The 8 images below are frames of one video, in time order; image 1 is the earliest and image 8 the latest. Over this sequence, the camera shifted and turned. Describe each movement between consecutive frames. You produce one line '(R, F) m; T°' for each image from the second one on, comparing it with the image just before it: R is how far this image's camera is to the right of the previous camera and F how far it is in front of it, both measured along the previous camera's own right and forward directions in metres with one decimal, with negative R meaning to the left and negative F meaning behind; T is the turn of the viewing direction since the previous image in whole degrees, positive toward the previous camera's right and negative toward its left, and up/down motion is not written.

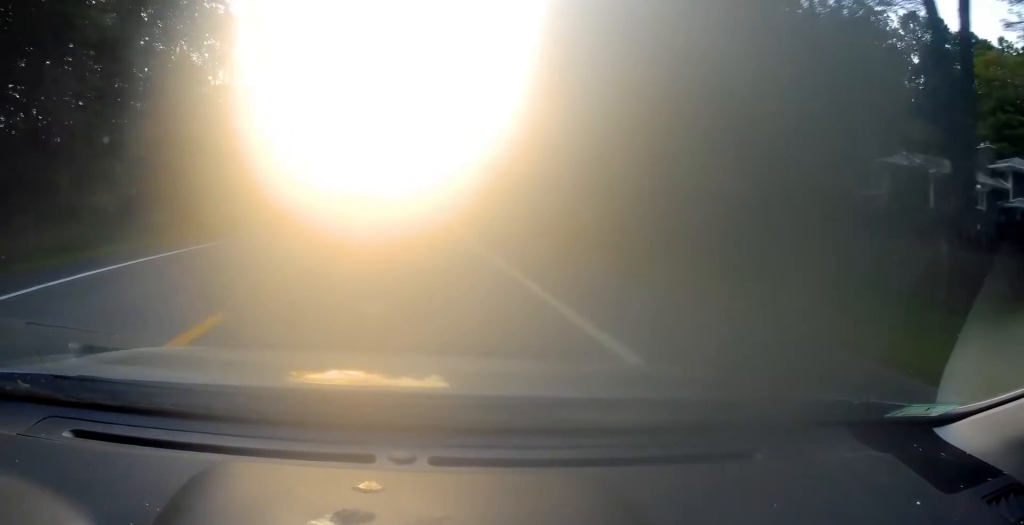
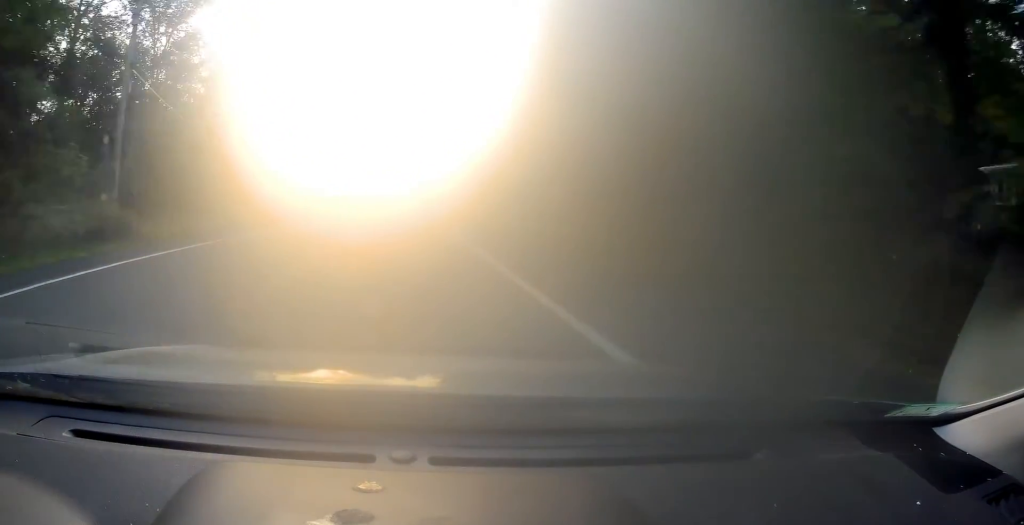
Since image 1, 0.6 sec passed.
(+0.2, +15.2) m; +1°
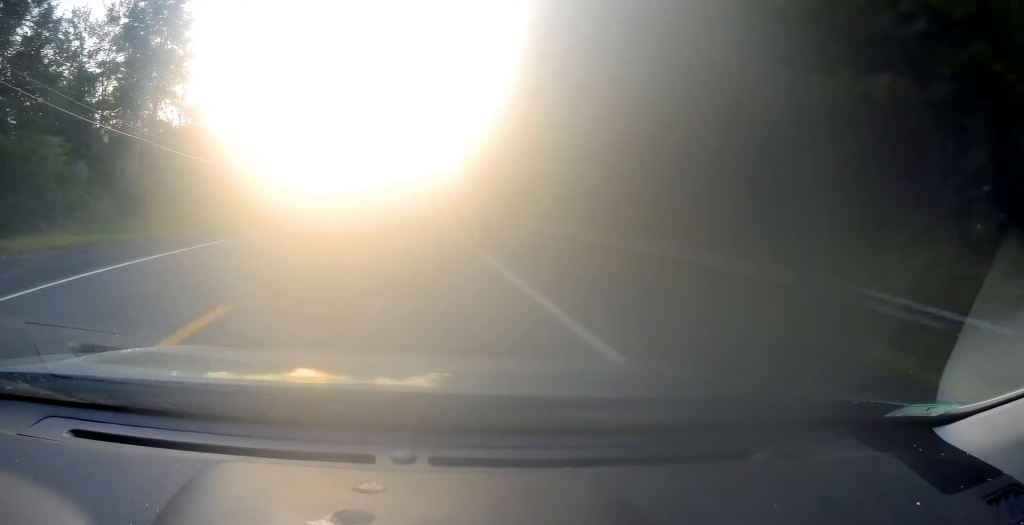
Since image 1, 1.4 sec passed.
(-0.1, +22.3) m; +1°
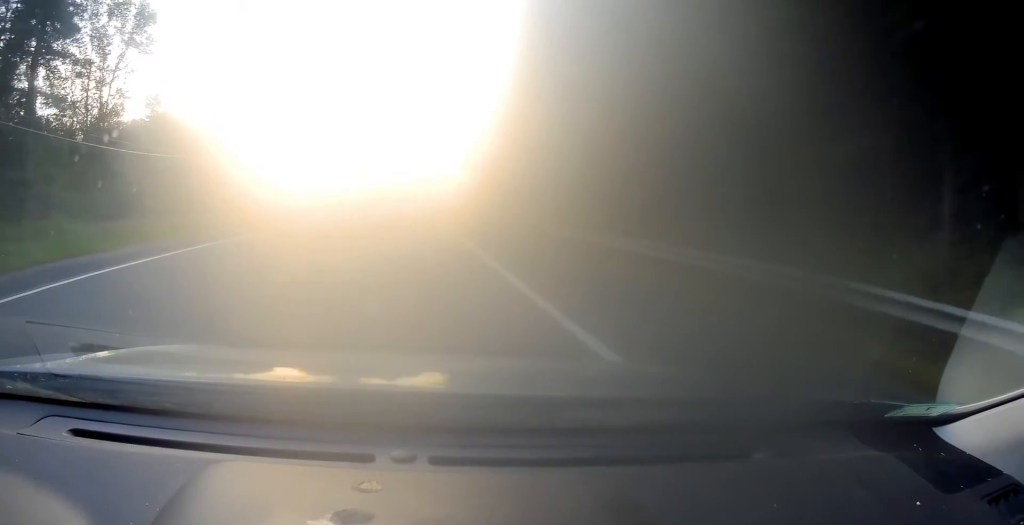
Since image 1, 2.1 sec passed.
(+0.3, +18.8) m; 0°
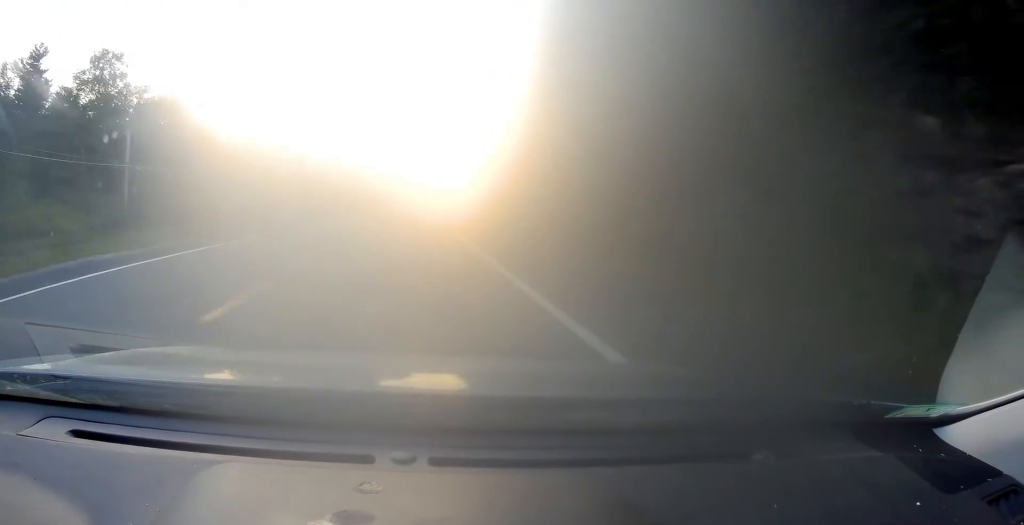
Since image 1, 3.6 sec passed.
(-0.1, +40.2) m; +2°
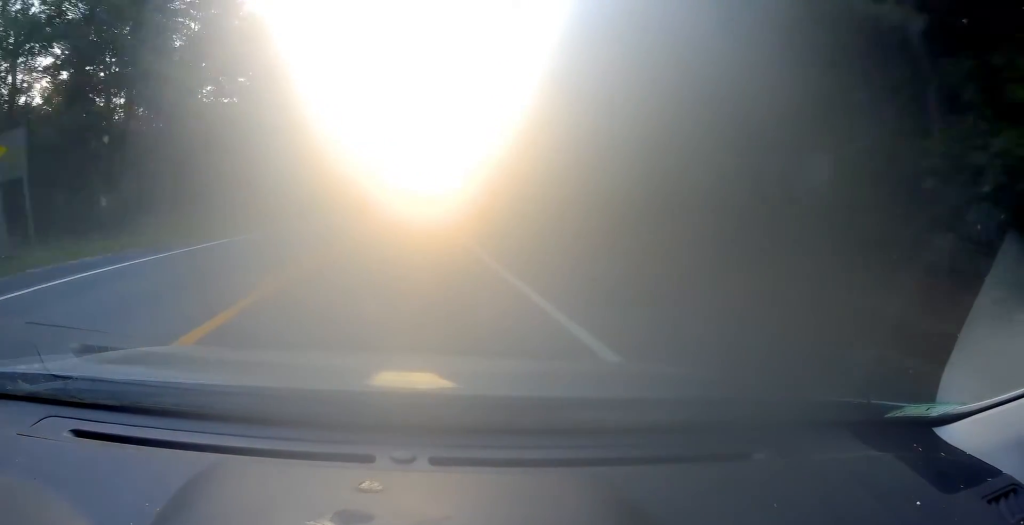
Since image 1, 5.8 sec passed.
(+1.8, +57.9) m; +3°
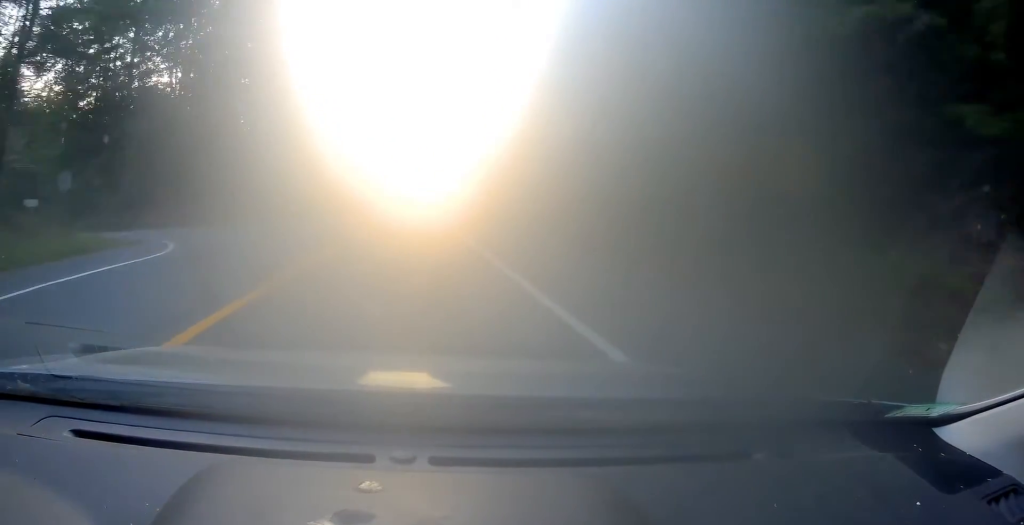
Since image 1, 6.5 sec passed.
(+0.3, +18.9) m; +2°
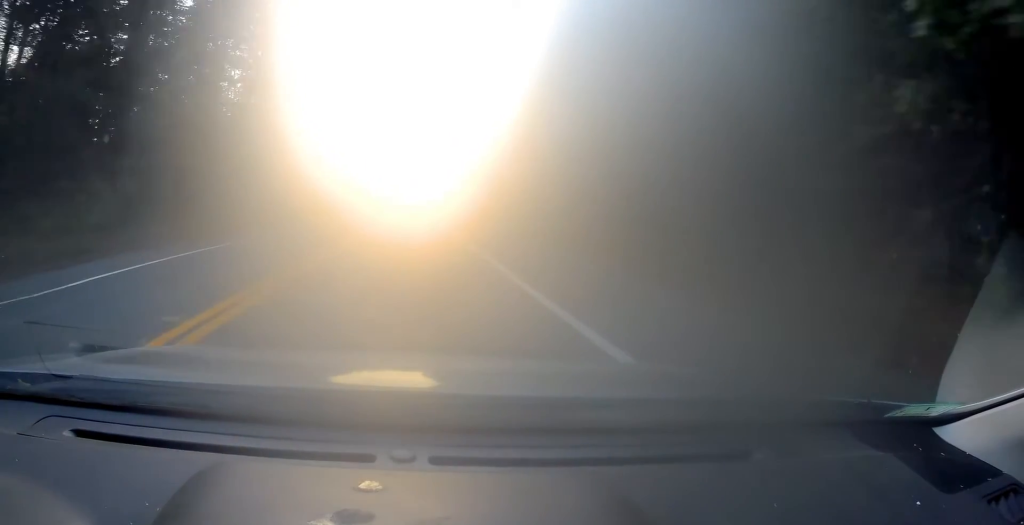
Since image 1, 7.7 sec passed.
(+0.8, +33.5) m; +1°
